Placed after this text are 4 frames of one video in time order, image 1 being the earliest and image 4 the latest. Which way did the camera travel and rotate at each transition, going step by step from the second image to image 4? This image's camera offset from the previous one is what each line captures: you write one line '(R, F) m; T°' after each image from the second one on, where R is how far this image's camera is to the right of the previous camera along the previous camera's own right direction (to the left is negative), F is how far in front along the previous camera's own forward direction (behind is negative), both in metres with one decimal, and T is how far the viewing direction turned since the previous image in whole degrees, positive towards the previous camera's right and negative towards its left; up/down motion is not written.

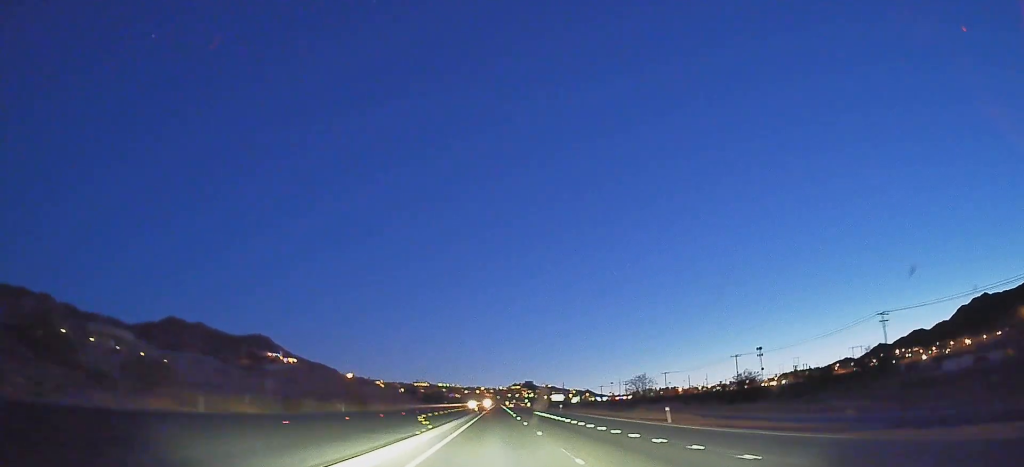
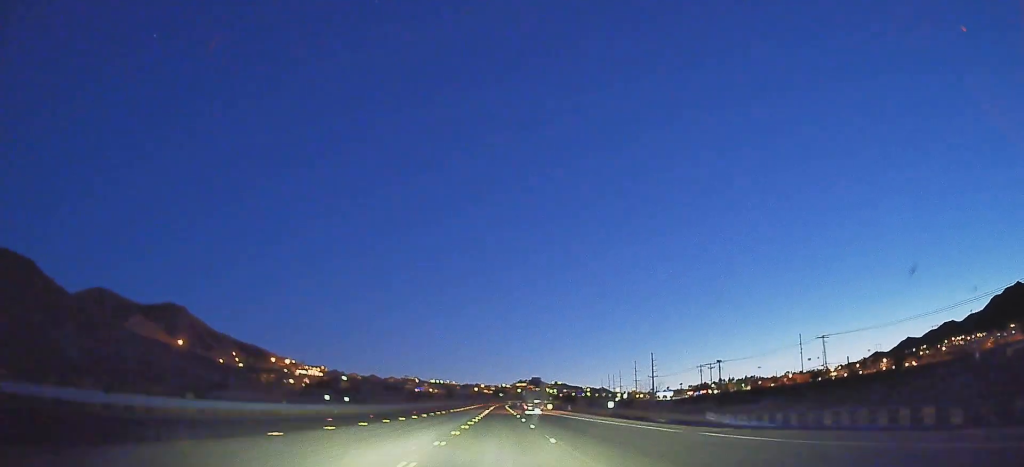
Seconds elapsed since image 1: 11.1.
(-1.3, +287.9) m; -1°
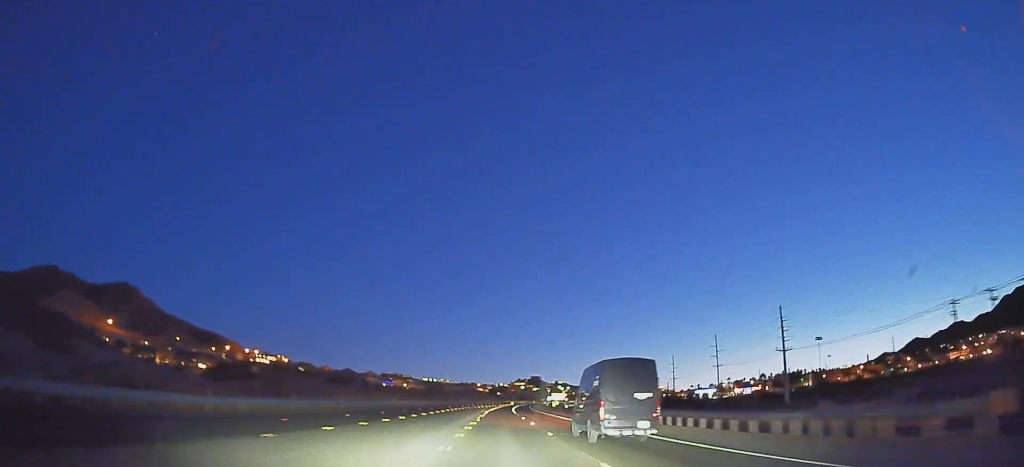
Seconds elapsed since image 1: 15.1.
(+0.3, +105.1) m; +1°
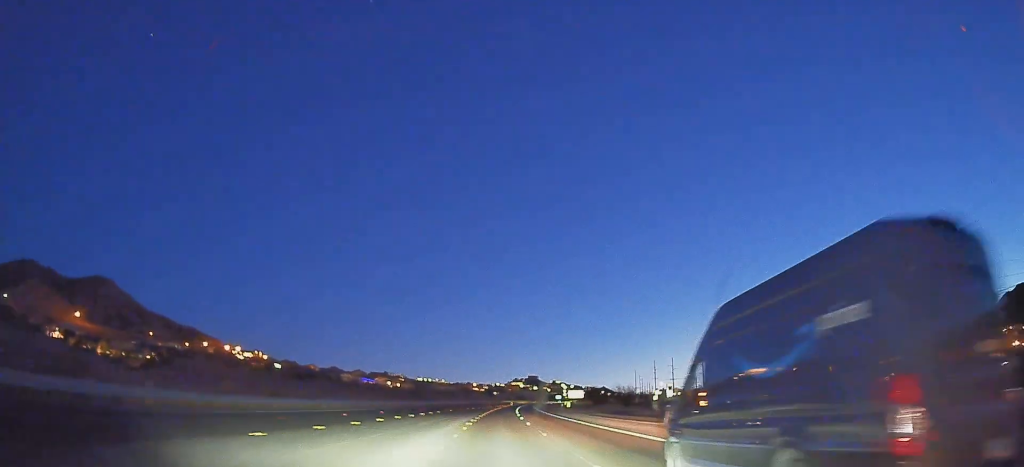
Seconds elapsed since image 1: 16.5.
(+0.1, +36.7) m; +1°
